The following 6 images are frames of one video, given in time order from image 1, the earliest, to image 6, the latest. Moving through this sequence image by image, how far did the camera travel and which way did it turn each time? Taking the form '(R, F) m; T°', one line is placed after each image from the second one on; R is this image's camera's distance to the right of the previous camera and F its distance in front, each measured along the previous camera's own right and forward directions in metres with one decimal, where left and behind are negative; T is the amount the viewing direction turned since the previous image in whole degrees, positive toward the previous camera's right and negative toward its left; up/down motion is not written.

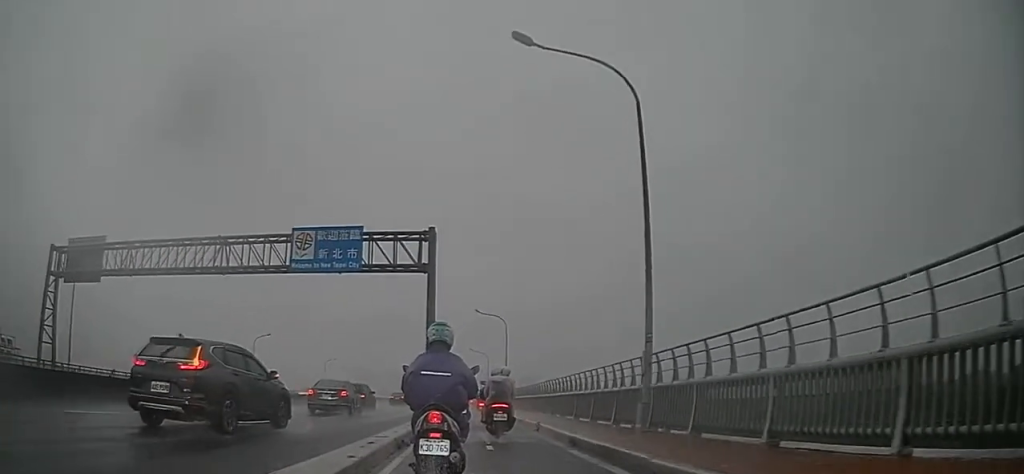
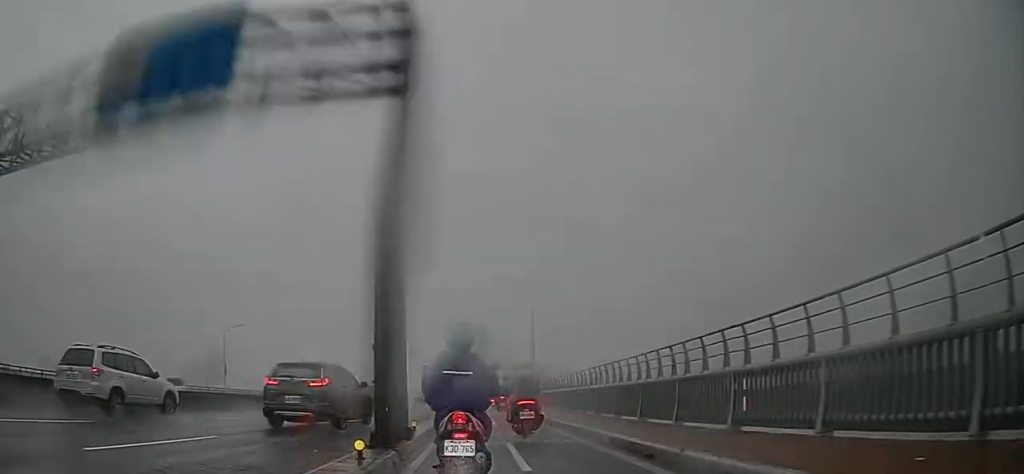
(0.0, +12.4) m; 0°
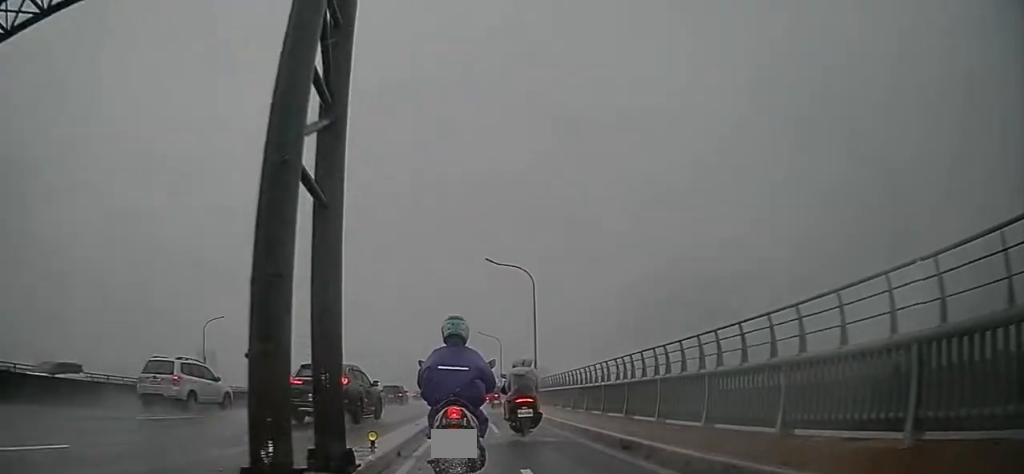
(0.0, +4.0) m; 0°
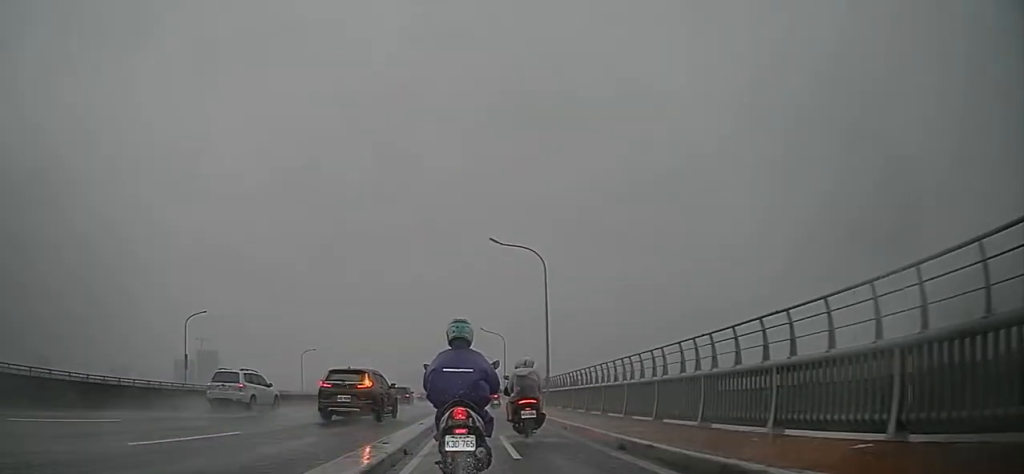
(0.0, +4.5) m; 0°
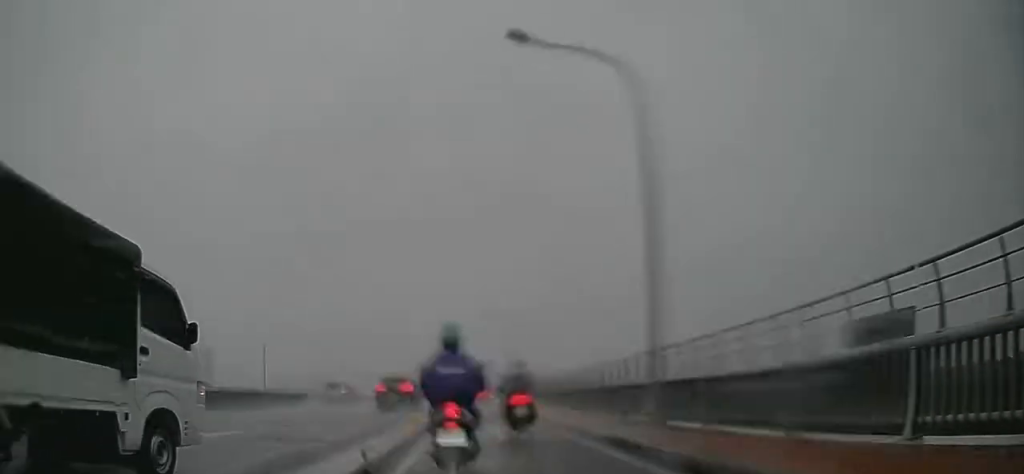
(0.0, +16.9) m; 0°
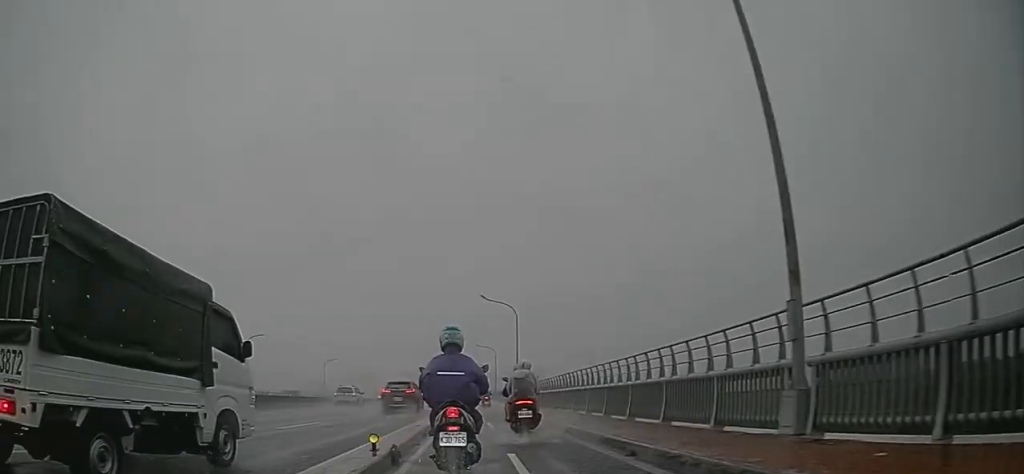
(0.0, +5.1) m; +1°
